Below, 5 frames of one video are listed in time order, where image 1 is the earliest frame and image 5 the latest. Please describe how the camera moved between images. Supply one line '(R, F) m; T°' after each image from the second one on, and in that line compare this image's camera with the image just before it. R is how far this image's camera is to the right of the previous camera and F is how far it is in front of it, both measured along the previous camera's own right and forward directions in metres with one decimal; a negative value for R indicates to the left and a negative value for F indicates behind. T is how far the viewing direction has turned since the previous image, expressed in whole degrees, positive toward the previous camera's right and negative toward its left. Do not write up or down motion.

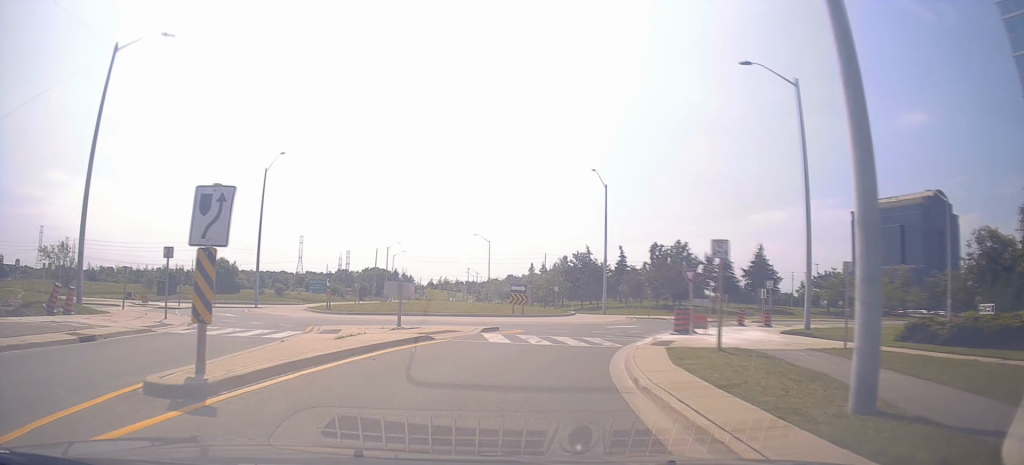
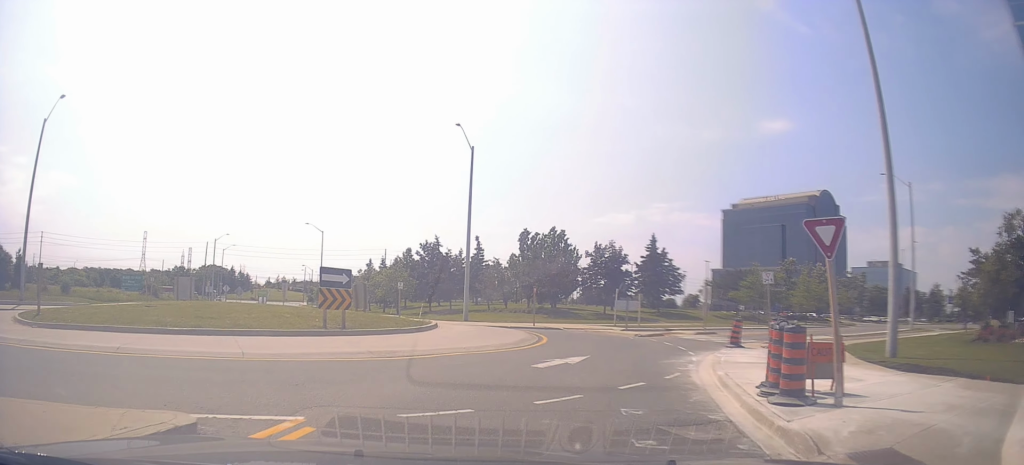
(+1.0, +18.1) m; +18°
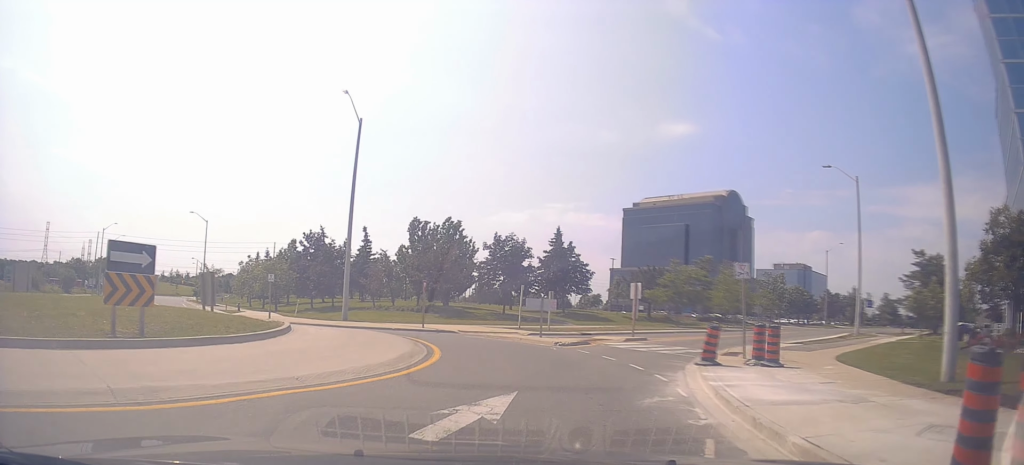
(+1.3, +7.1) m; +14°
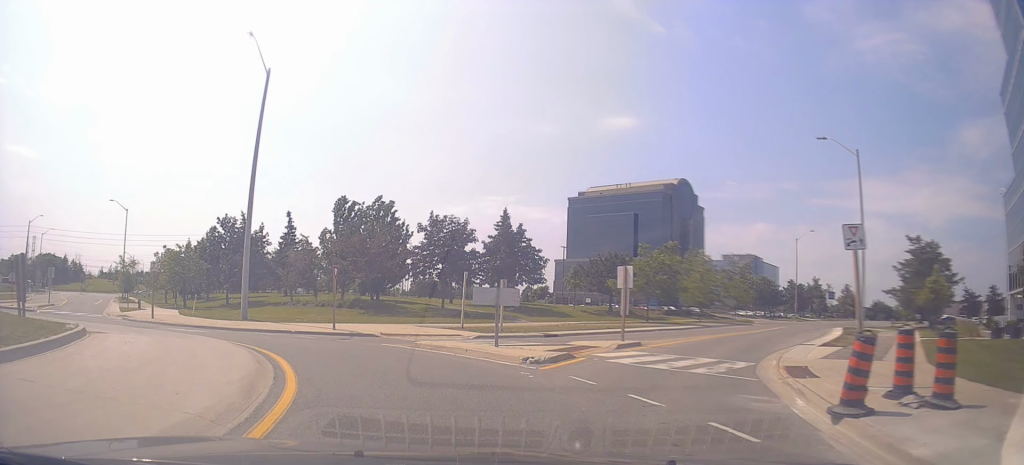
(+0.6, +9.0) m; +16°
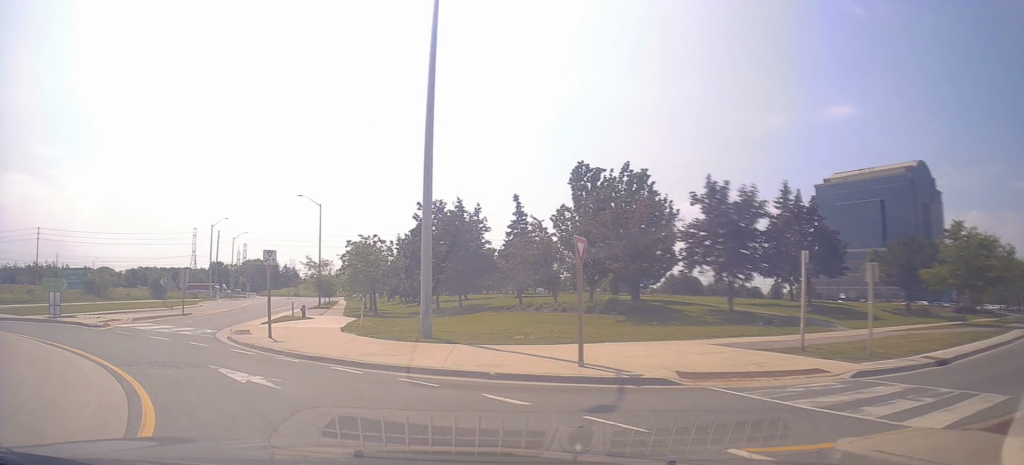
(+1.3, +6.5) m; -32°
